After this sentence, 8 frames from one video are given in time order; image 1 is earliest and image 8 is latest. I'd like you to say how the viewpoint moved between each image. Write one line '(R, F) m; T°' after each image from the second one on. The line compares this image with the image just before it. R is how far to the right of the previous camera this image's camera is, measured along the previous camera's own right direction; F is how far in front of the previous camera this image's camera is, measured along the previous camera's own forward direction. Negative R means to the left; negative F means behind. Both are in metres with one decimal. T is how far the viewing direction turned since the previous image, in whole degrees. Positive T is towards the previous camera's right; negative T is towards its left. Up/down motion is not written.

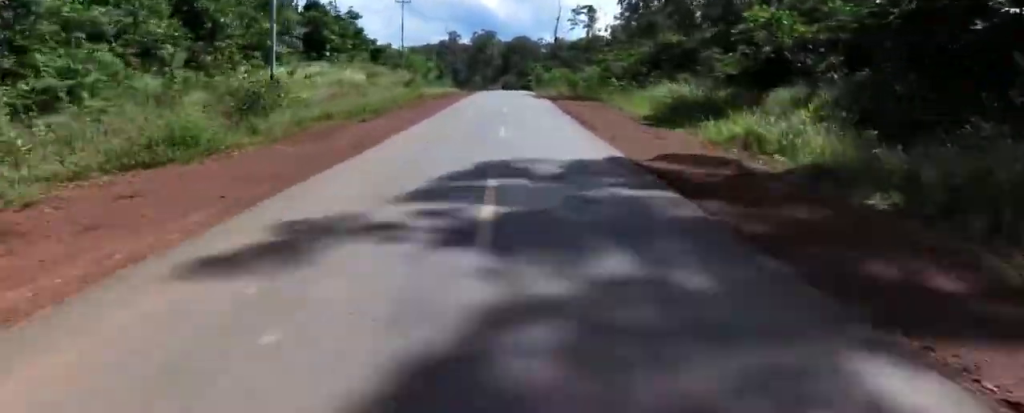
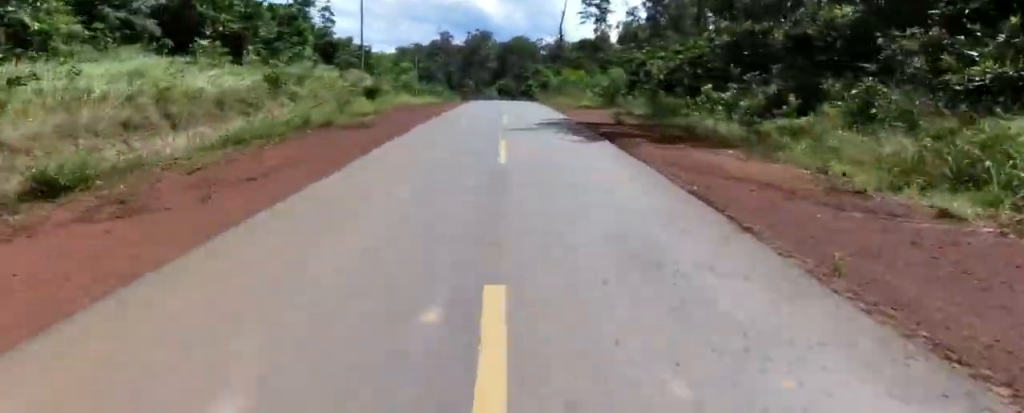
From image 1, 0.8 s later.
(-0.1, +21.2) m; 0°
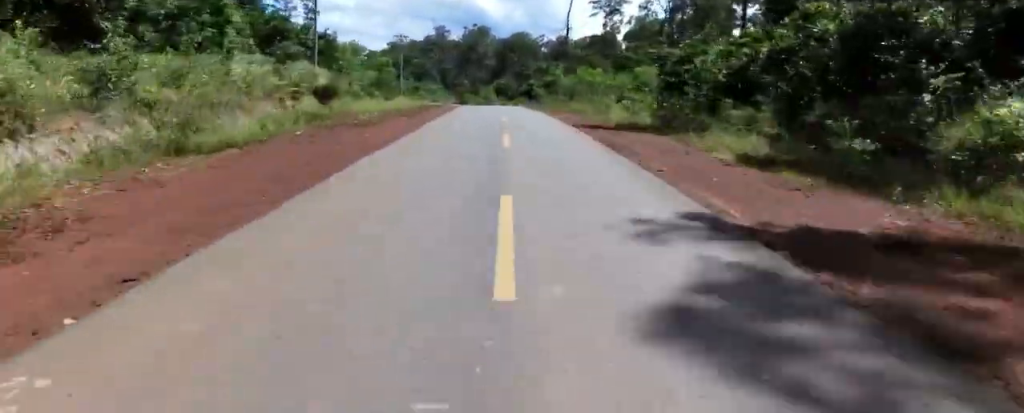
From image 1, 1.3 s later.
(0.0, +13.0) m; 0°
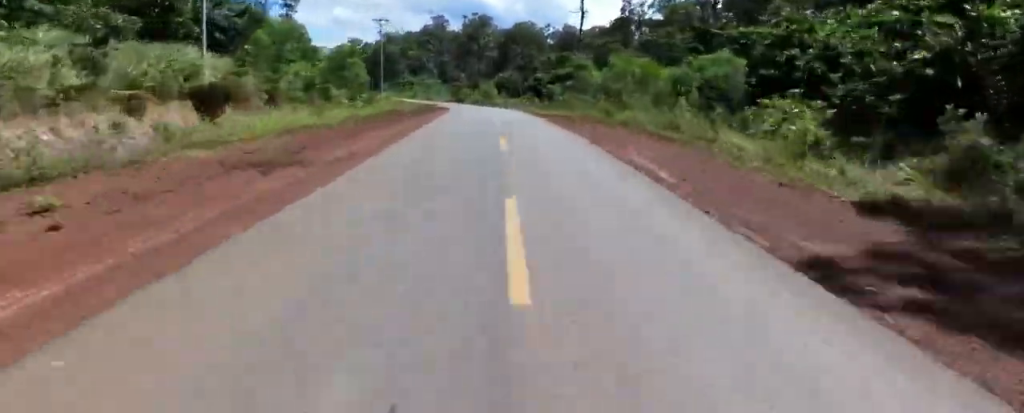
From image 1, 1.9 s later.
(0.0, +16.0) m; -1°
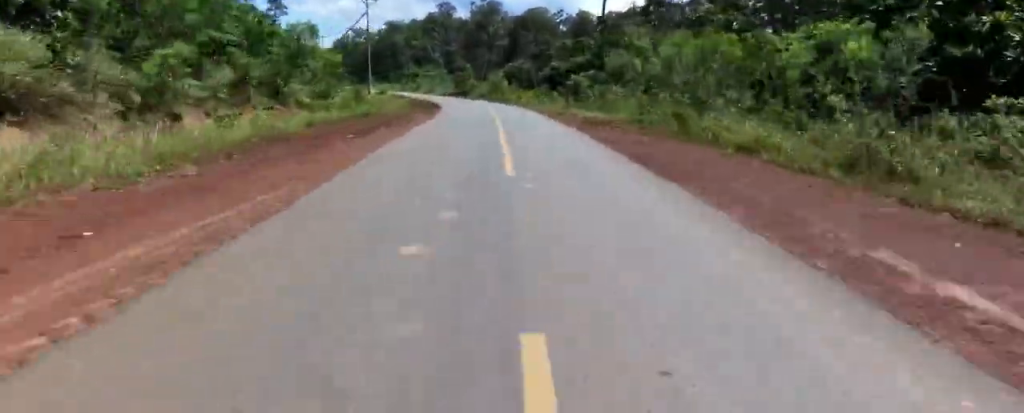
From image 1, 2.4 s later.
(-0.1, +12.1) m; 0°
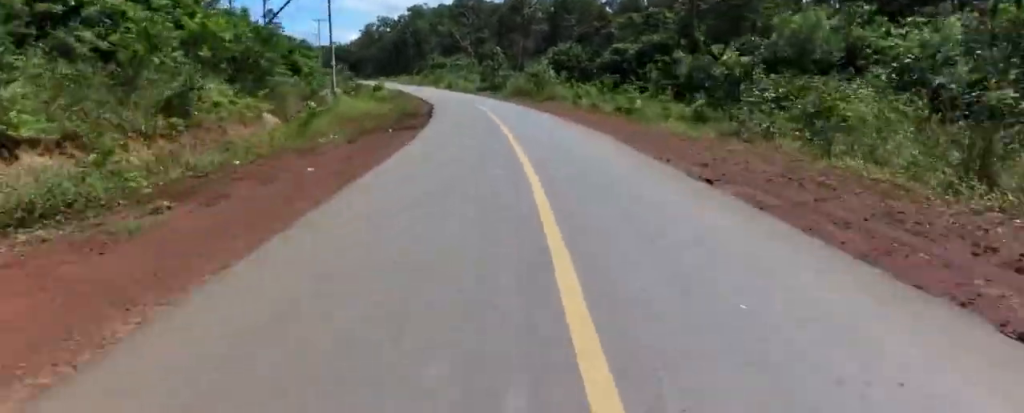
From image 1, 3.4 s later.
(-0.2, +23.5) m; -1°
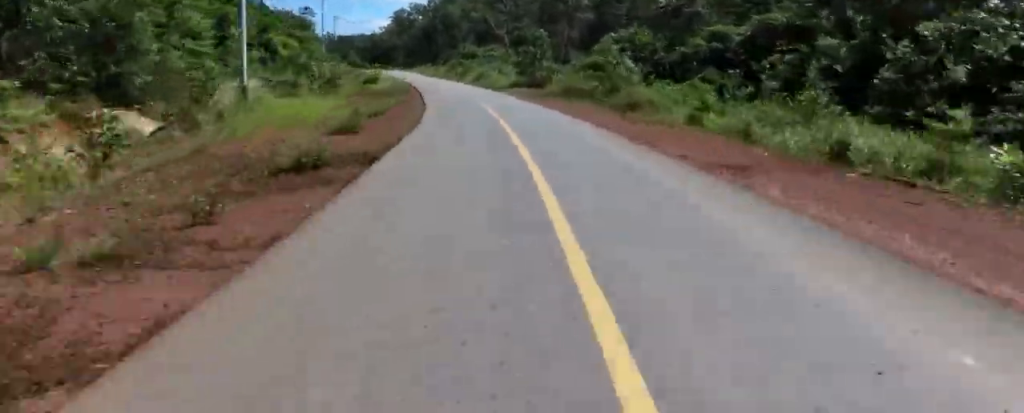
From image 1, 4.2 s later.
(0.0, +16.8) m; -1°
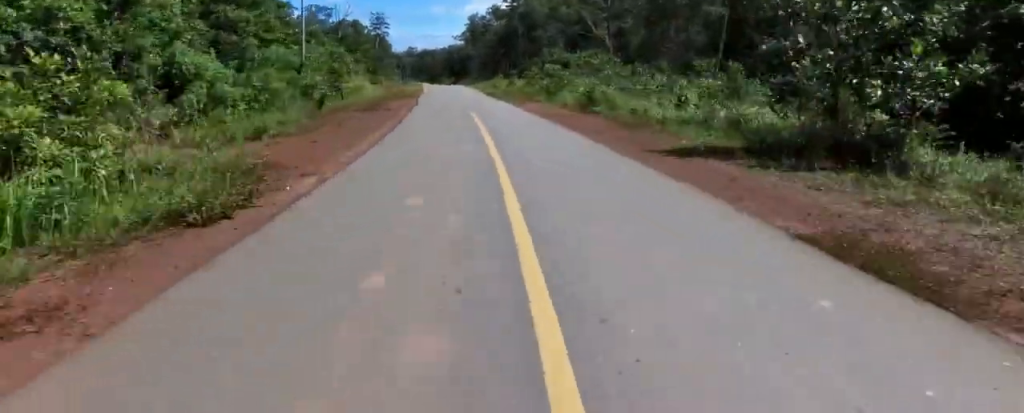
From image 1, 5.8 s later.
(-2.5, +35.3) m; -8°
